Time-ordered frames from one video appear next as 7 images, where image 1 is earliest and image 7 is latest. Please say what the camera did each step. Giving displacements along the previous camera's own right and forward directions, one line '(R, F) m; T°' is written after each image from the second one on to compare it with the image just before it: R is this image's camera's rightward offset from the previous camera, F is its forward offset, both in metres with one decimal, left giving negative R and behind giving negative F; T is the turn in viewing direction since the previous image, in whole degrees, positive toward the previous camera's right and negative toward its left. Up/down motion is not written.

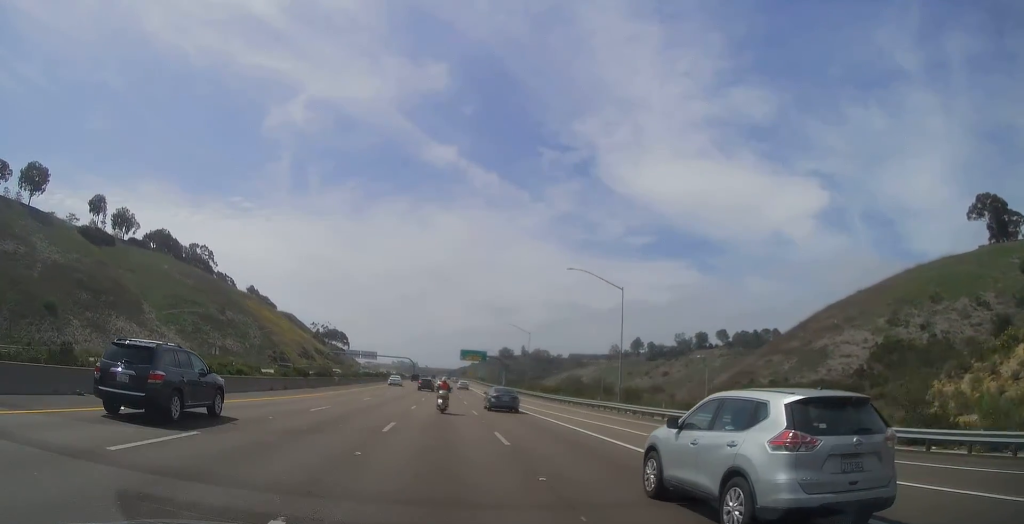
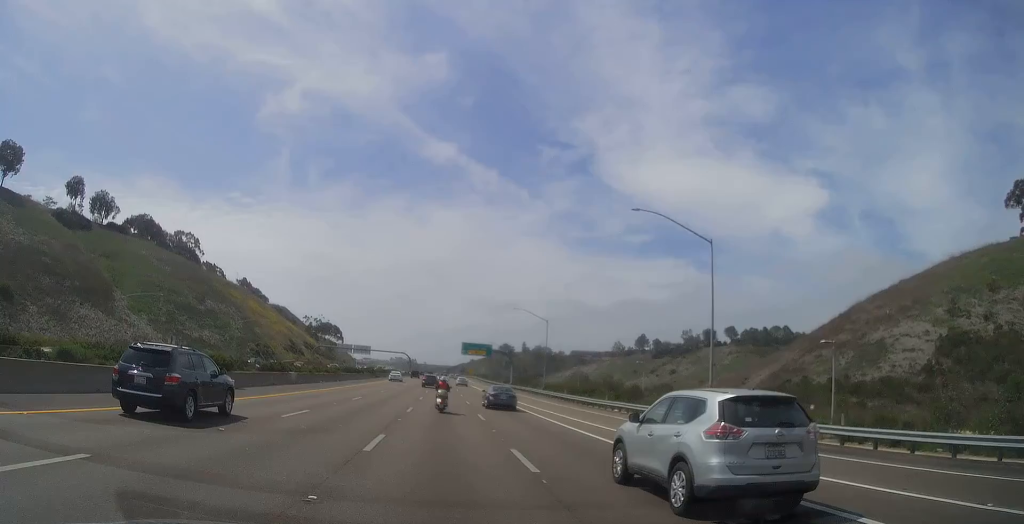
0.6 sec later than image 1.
(-0.1, +18.9) m; +1°
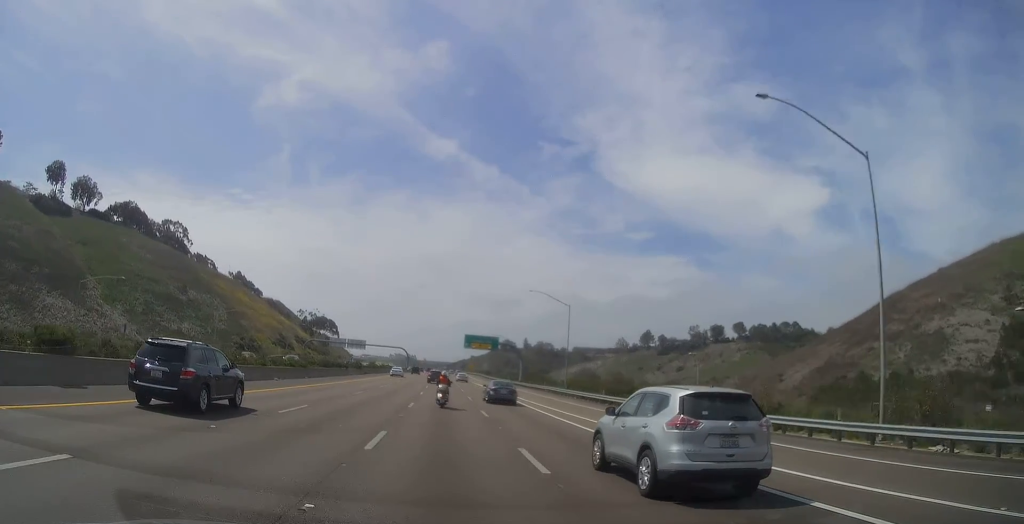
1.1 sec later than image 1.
(+0.2, +15.4) m; 0°
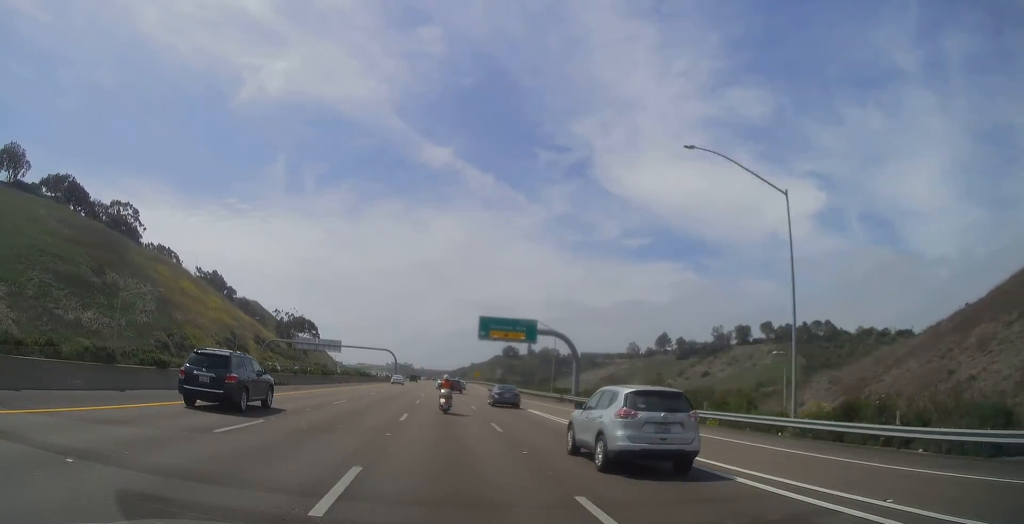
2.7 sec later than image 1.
(-0.1, +49.8) m; -1°
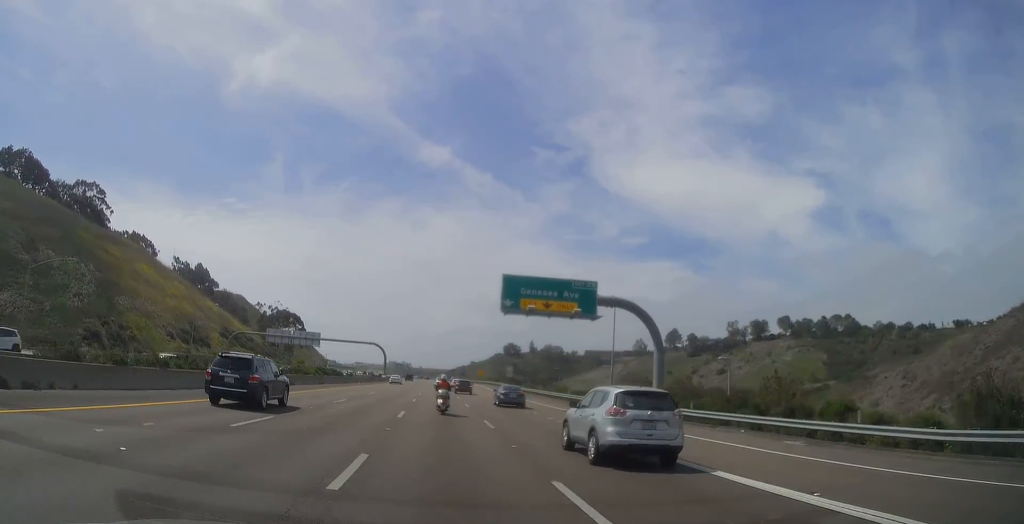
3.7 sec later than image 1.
(-0.1, +28.2) m; +1°
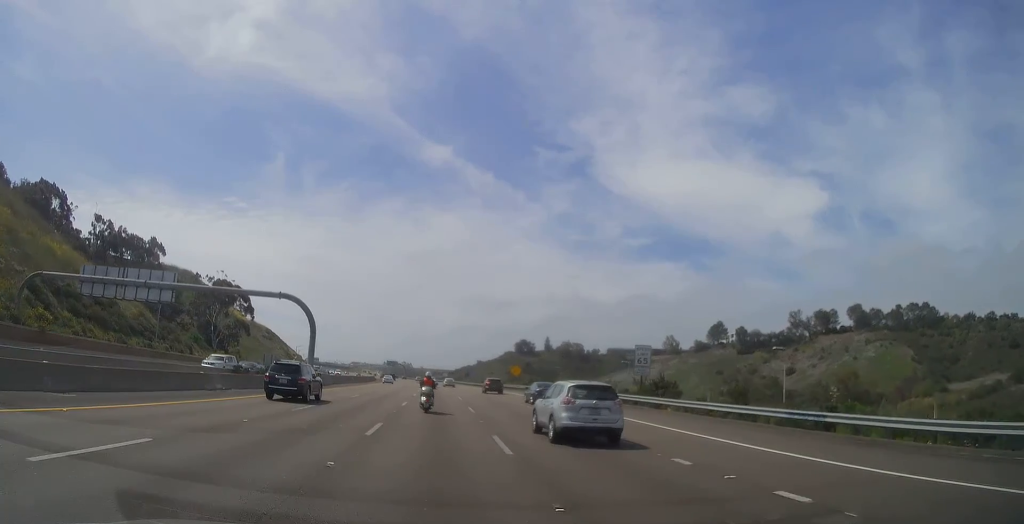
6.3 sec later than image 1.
(-0.2, +81.6) m; -1°
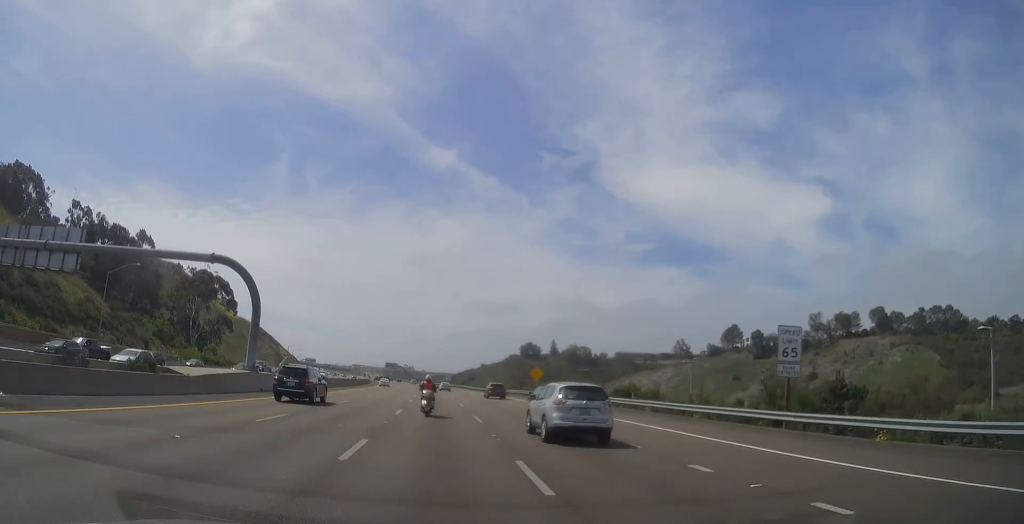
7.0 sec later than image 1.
(0.0, +19.2) m; 0°
